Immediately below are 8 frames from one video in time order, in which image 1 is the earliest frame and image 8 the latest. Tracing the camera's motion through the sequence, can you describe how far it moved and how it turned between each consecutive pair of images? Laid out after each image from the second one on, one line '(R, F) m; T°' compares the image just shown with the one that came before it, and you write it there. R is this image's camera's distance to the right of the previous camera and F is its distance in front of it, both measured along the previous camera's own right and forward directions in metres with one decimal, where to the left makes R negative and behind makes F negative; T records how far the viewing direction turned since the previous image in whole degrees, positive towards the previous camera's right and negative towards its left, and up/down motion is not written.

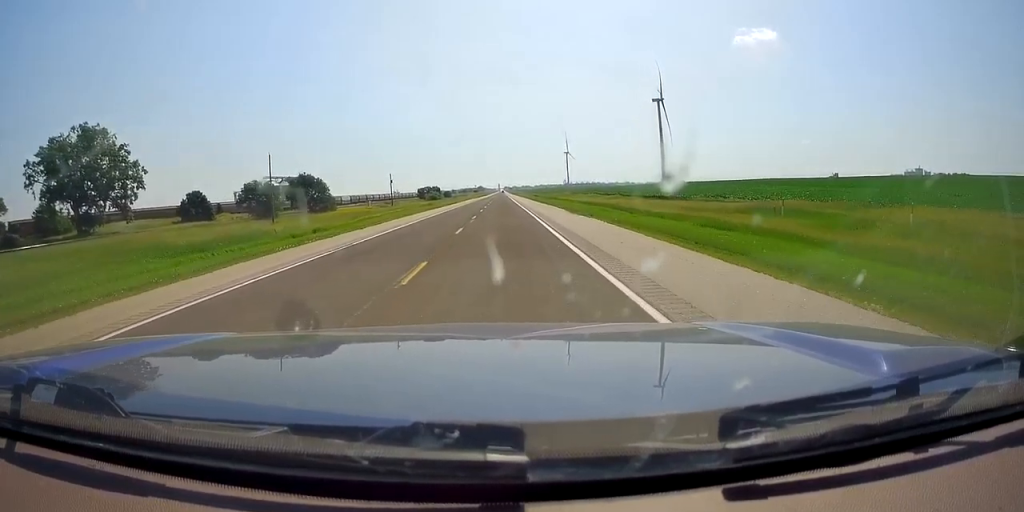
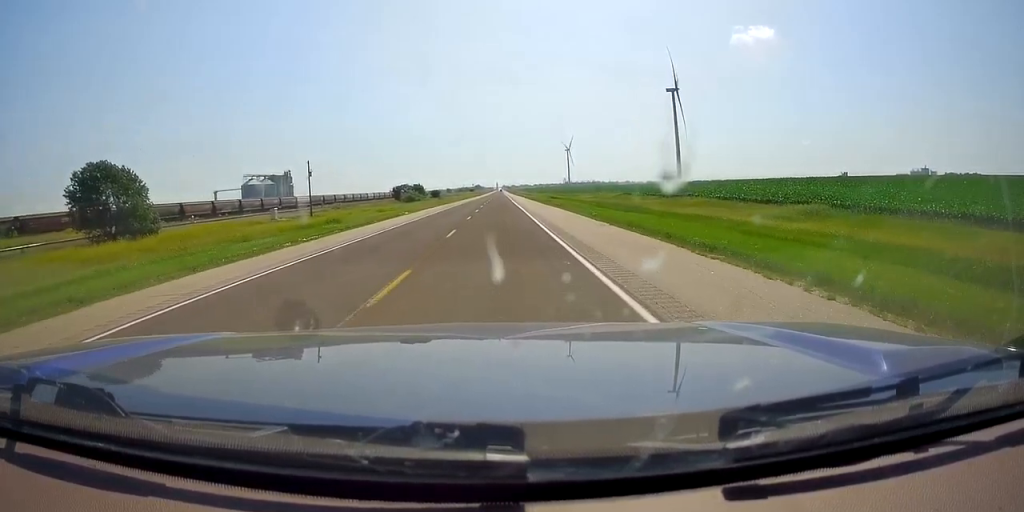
(+0.4, +62.8) m; 0°
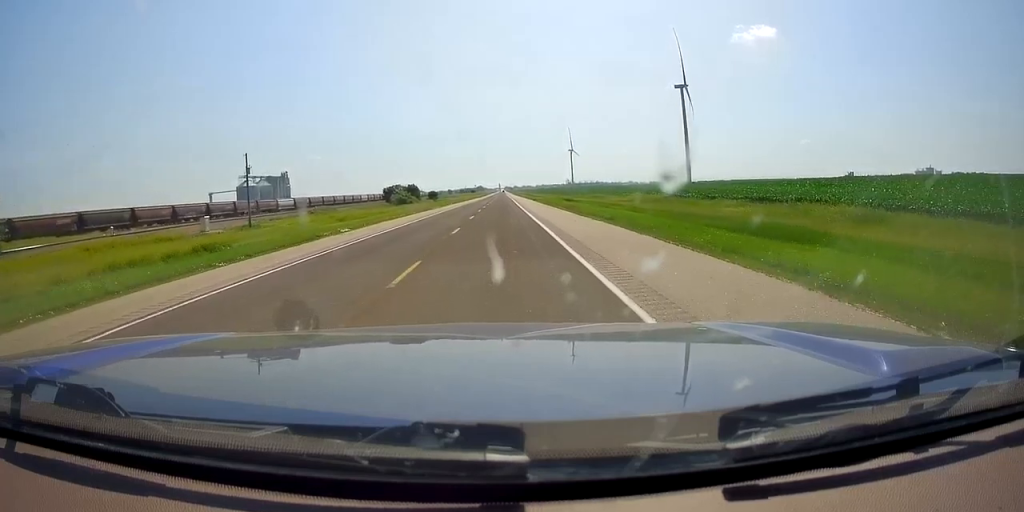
(0.0, +22.8) m; 0°
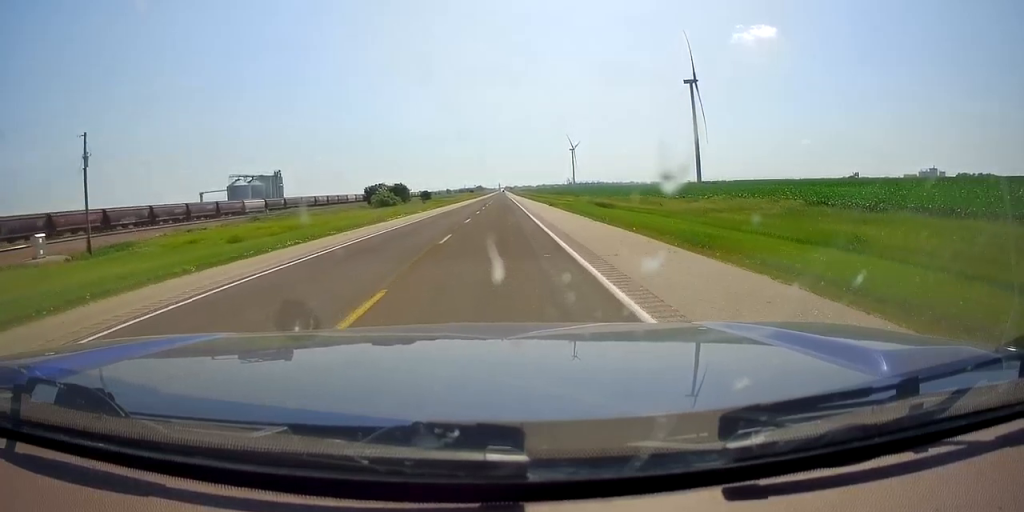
(-0.1, +28.4) m; -1°
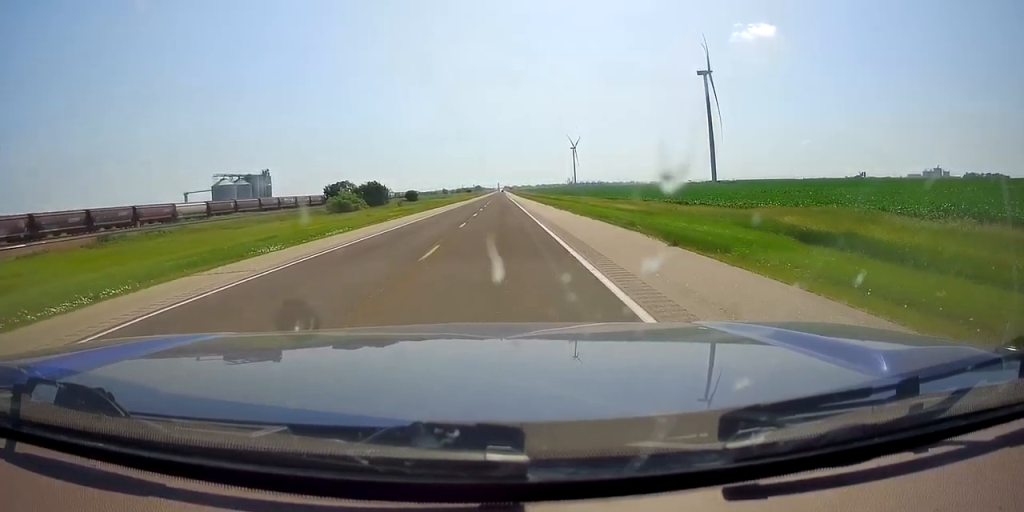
(-0.1, +40.8) m; +1°
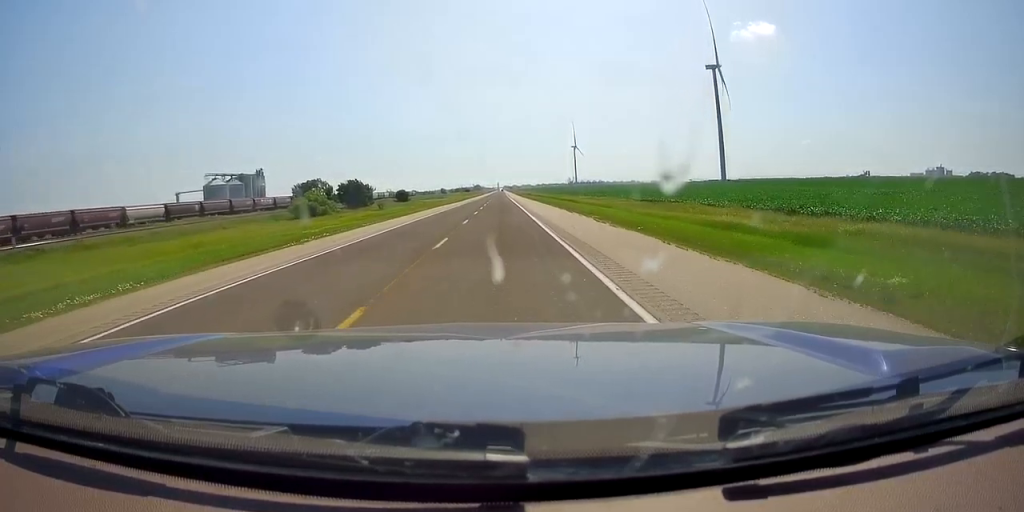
(+0.2, +21.7) m; 0°
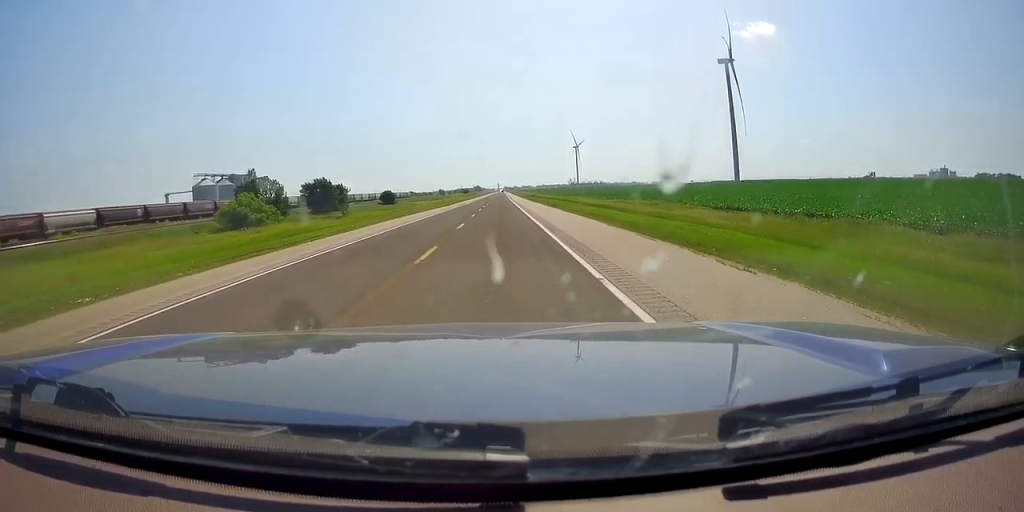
(-0.1, +27.3) m; -1°
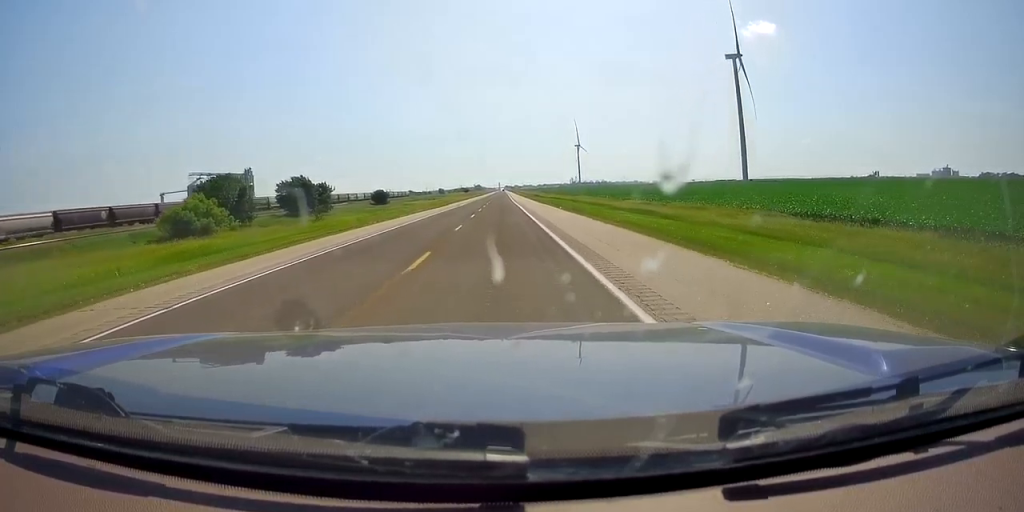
(-0.2, +13.9) m; 0°
